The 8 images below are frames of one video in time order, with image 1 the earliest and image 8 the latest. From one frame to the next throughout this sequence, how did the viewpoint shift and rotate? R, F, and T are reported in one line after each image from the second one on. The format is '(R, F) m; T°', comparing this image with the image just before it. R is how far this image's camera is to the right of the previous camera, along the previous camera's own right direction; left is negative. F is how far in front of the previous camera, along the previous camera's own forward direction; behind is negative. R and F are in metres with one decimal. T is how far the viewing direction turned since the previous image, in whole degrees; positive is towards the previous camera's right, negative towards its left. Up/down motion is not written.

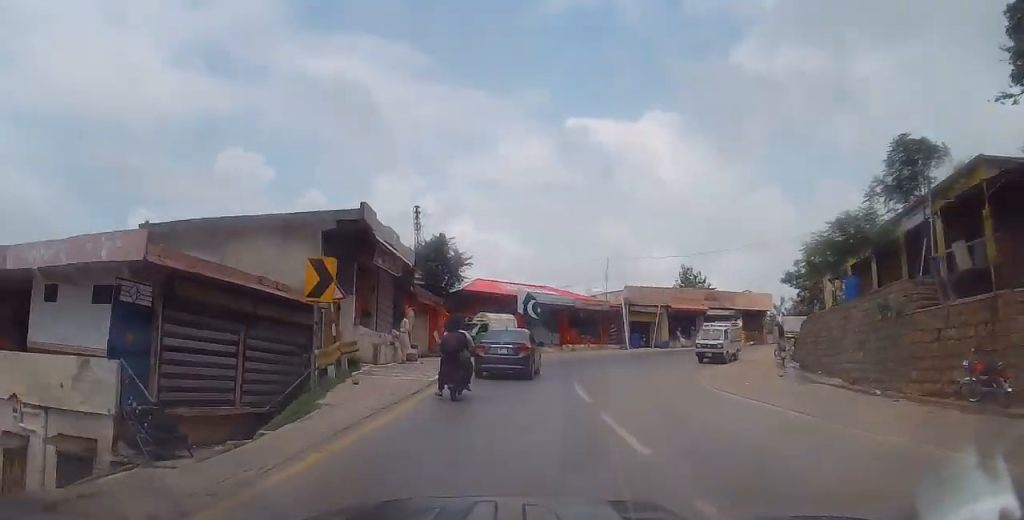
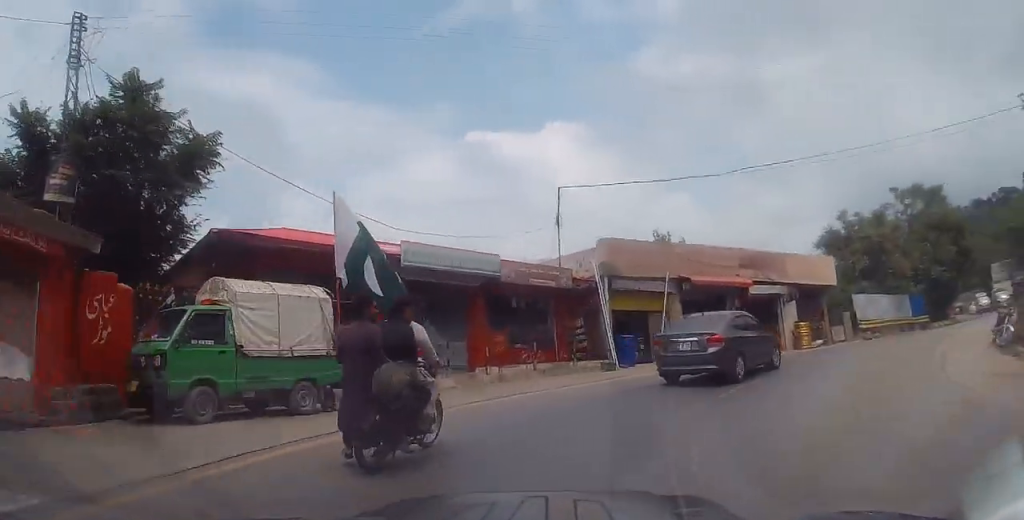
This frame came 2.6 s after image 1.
(+0.7, +22.2) m; +12°
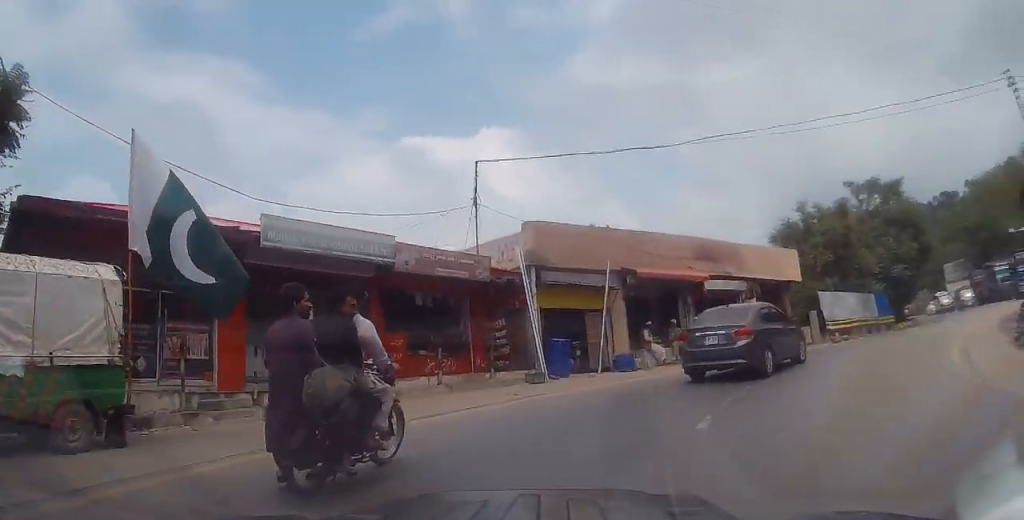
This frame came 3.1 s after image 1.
(+0.1, +3.7) m; +6°
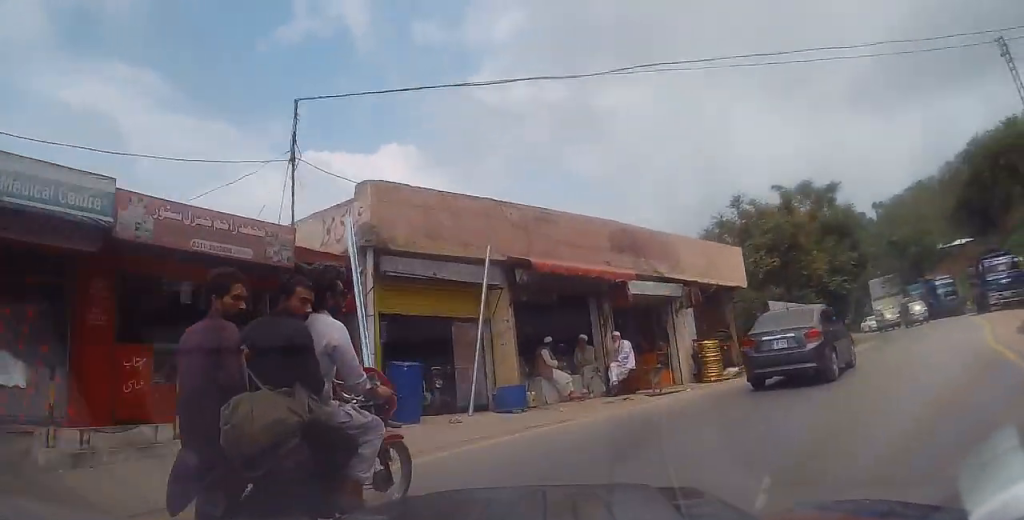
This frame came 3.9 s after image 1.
(+0.5, +6.1) m; +13°
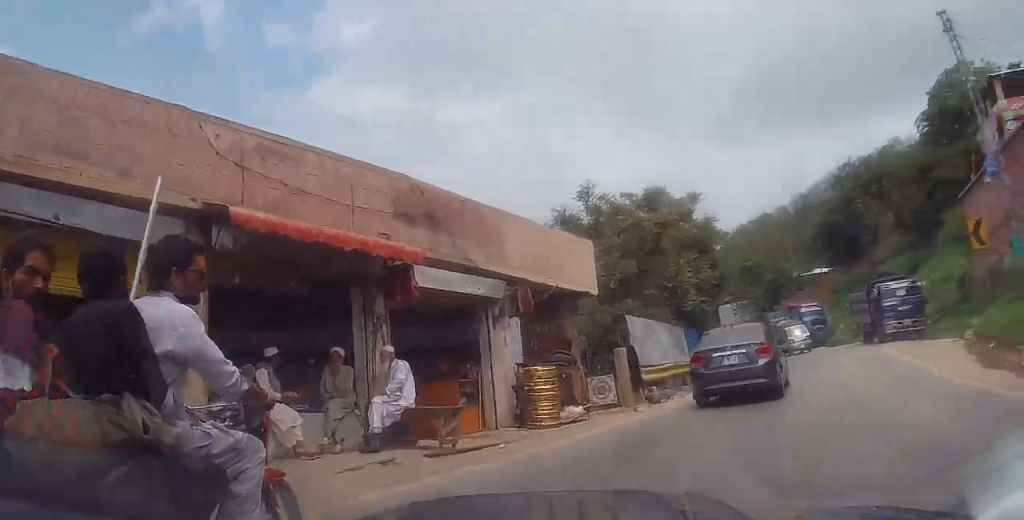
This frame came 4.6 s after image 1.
(+0.8, +5.6) m; +14°
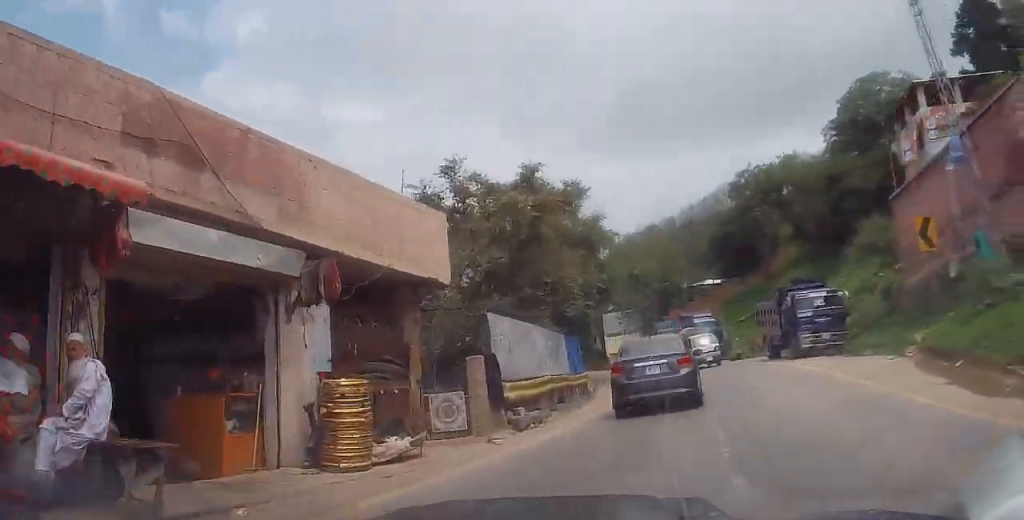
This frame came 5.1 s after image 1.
(+0.3, +3.8) m; +9°
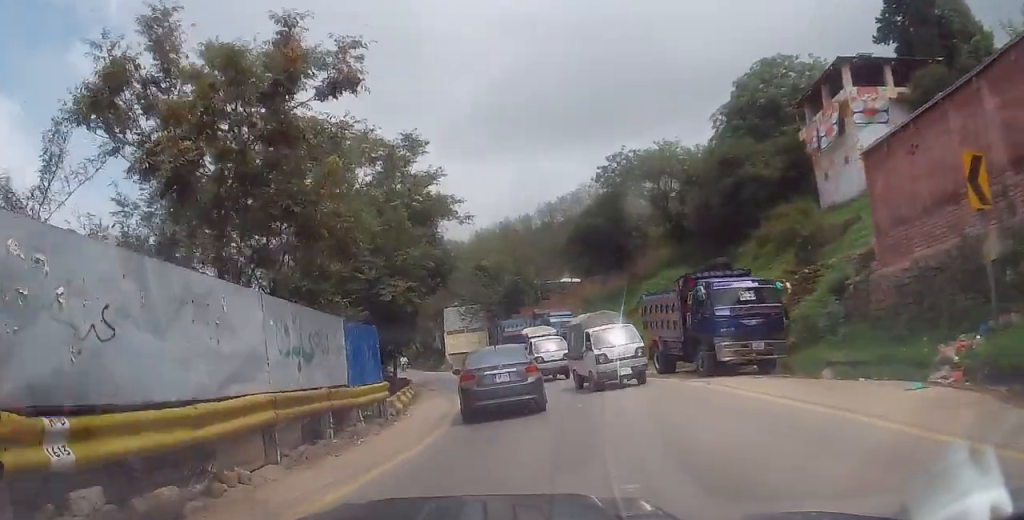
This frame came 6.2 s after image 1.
(+1.6, +8.4) m; +10°
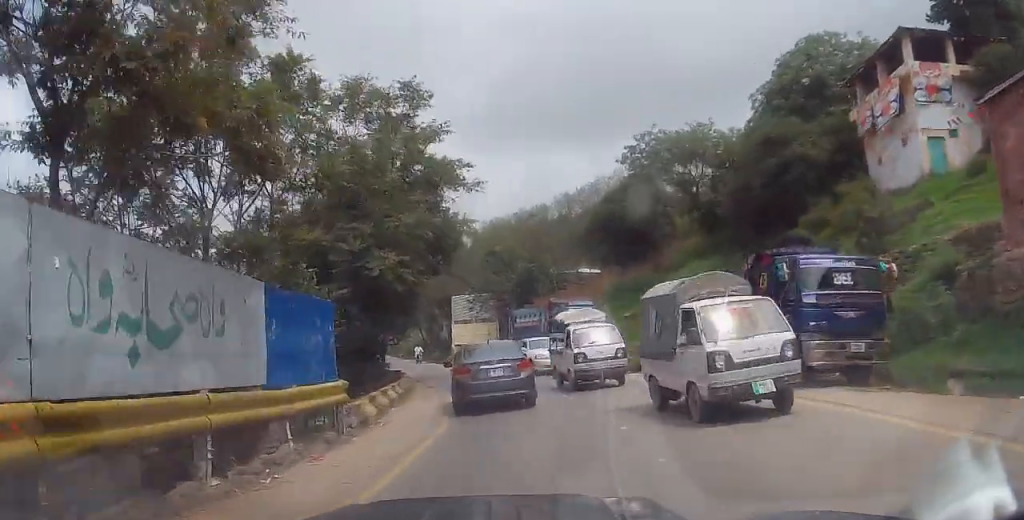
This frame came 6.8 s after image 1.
(+0.6, +4.8) m; -5°
